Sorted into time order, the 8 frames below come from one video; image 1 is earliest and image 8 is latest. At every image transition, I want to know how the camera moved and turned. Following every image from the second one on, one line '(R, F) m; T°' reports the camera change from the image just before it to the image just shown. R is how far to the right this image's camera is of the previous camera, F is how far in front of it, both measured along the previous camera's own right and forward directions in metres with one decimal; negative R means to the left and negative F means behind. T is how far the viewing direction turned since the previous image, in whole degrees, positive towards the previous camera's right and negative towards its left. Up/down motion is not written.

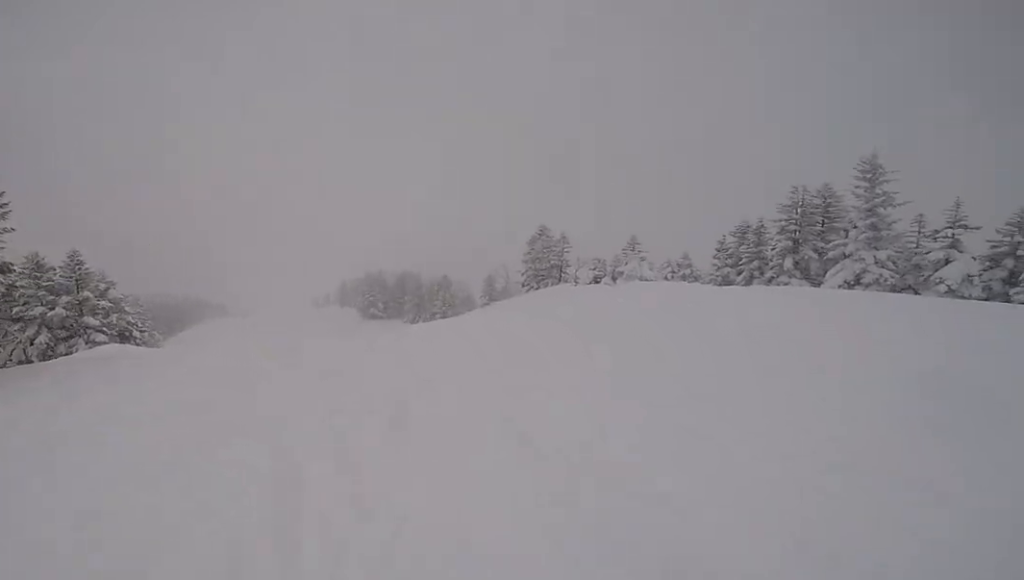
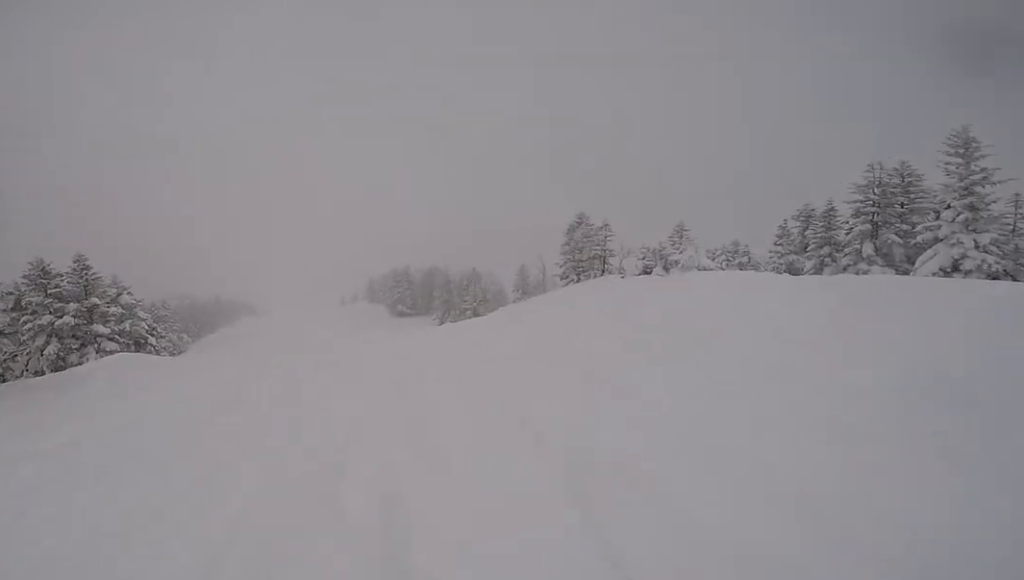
(+0.2, +2.5) m; -1°
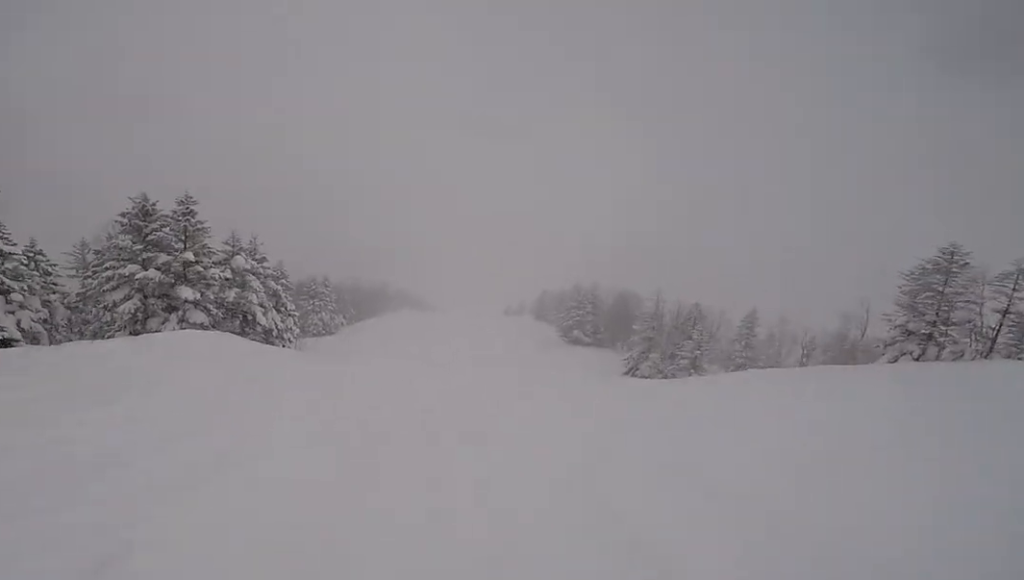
(-1.3, +11.0) m; -1°
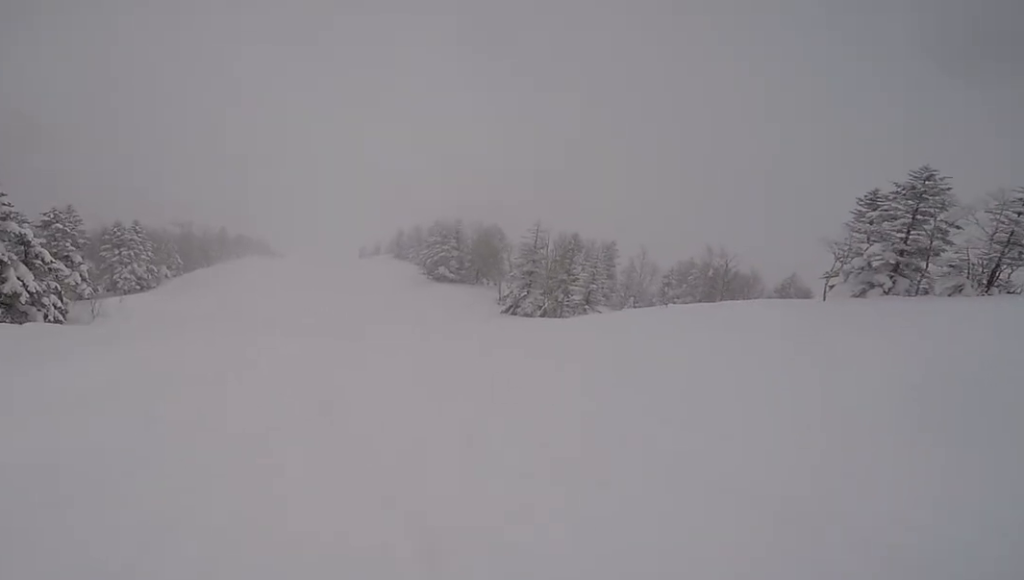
(+0.5, +8.3) m; +3°
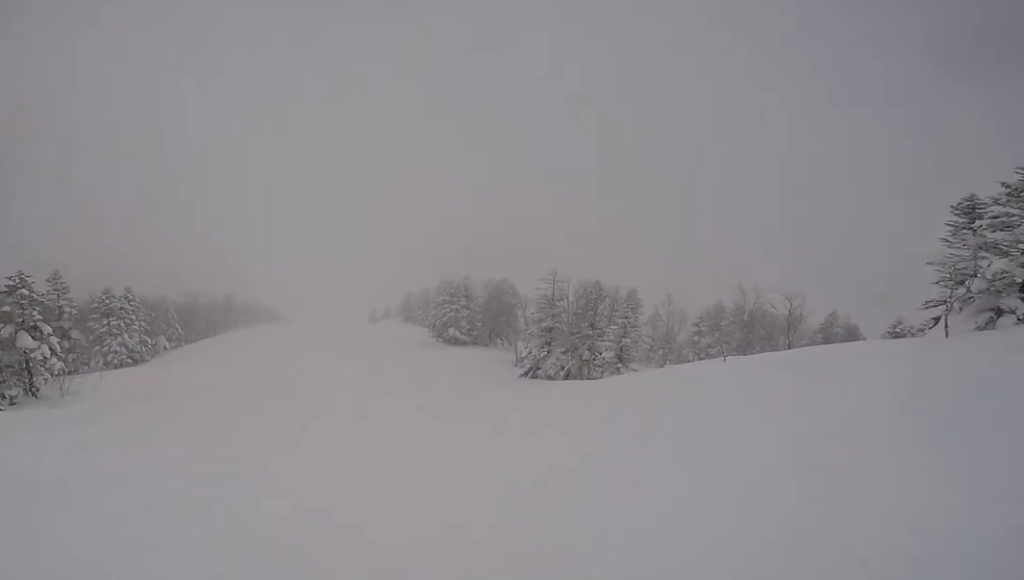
(-0.3, +4.4) m; +1°
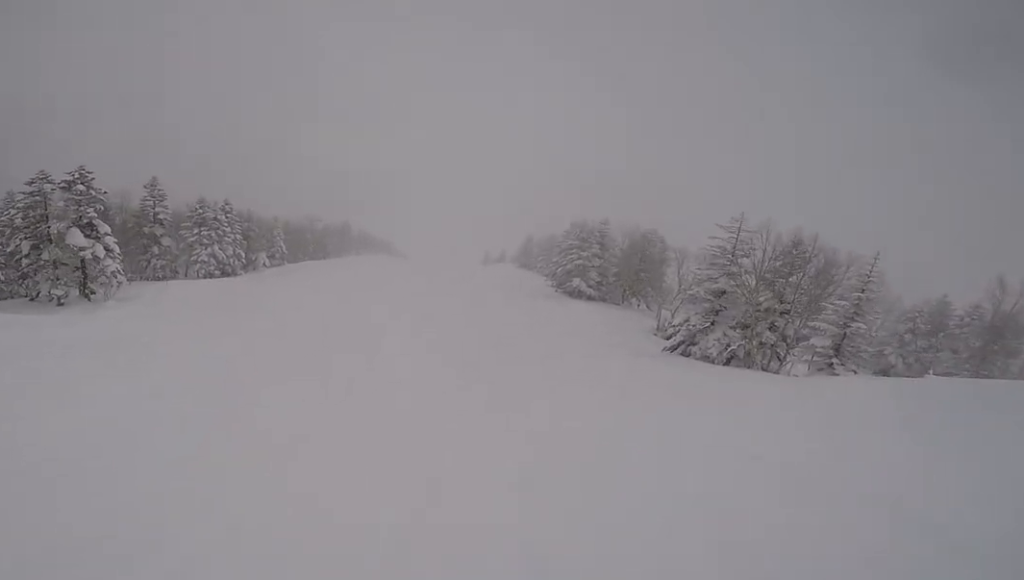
(+0.4, +7.6) m; -8°
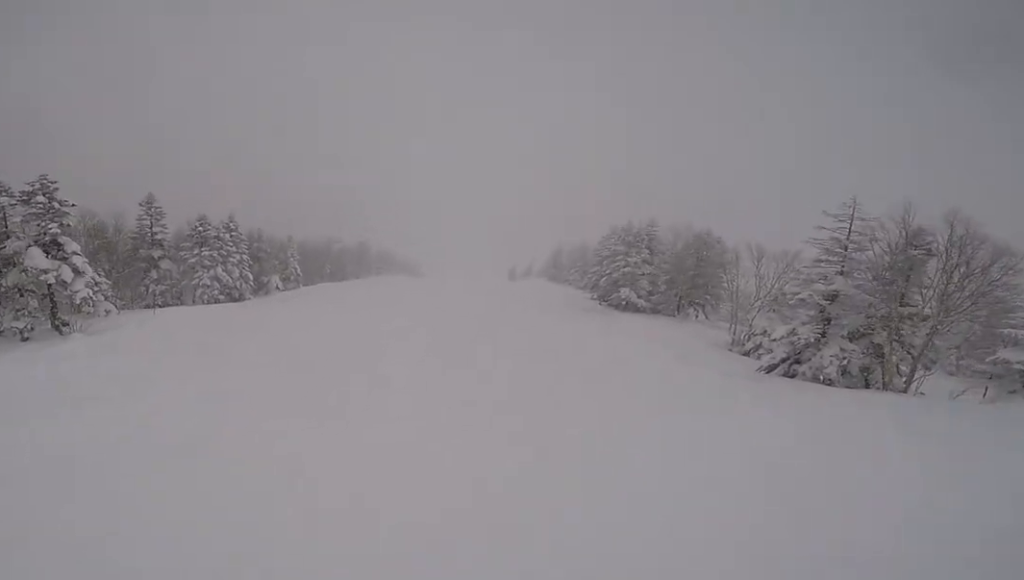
(-1.0, +5.4) m; -8°
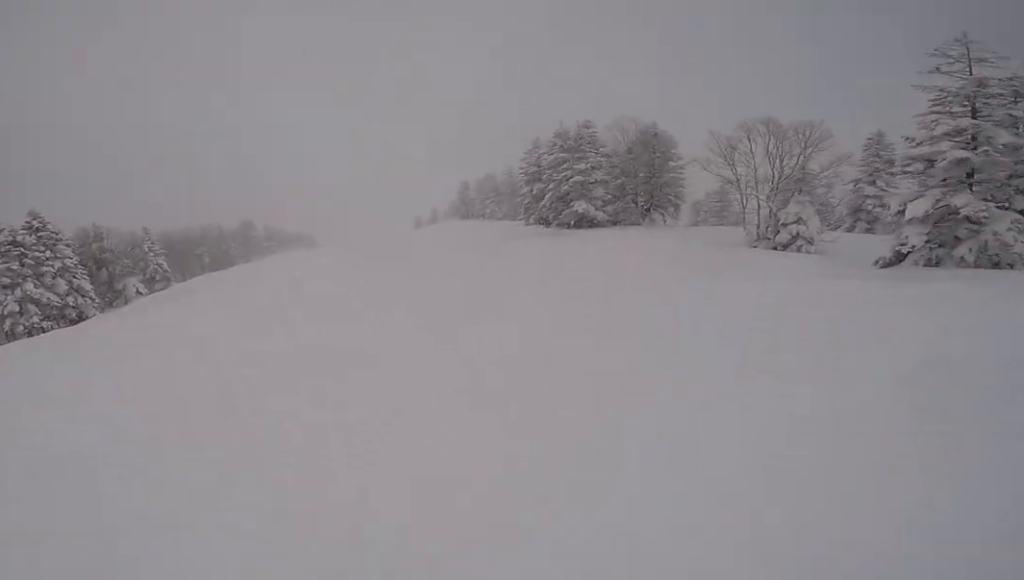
(-0.1, +10.4) m; +6°
